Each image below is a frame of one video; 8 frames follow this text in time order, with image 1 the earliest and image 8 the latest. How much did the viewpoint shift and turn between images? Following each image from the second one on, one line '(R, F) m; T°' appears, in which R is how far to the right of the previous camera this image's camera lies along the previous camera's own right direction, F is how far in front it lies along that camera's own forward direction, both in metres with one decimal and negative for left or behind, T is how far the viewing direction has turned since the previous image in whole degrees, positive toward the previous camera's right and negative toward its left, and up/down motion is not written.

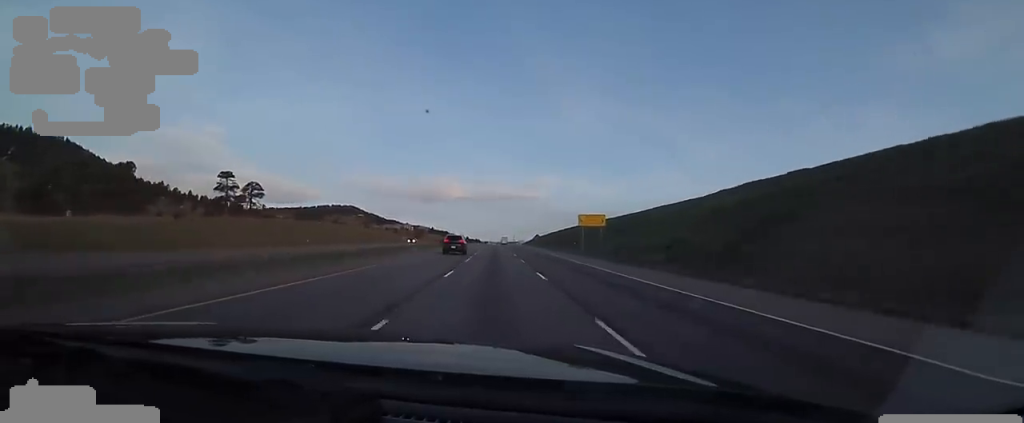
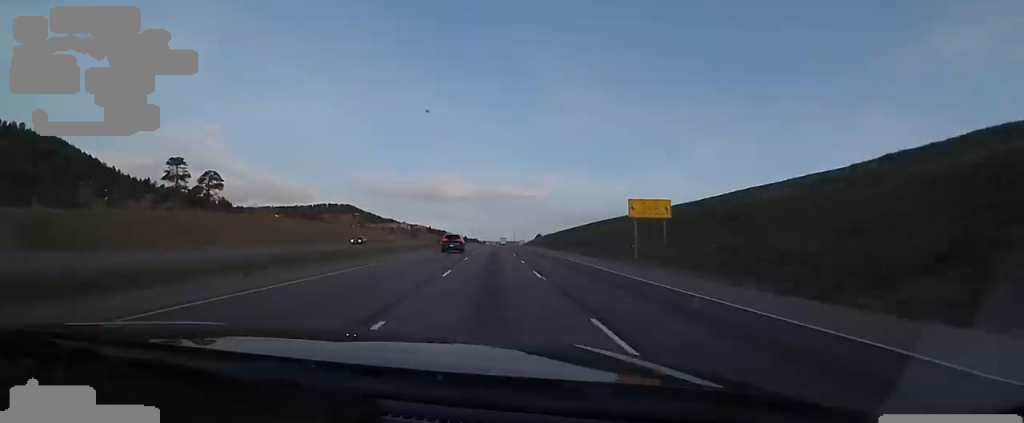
(-0.1, +23.9) m; -1°
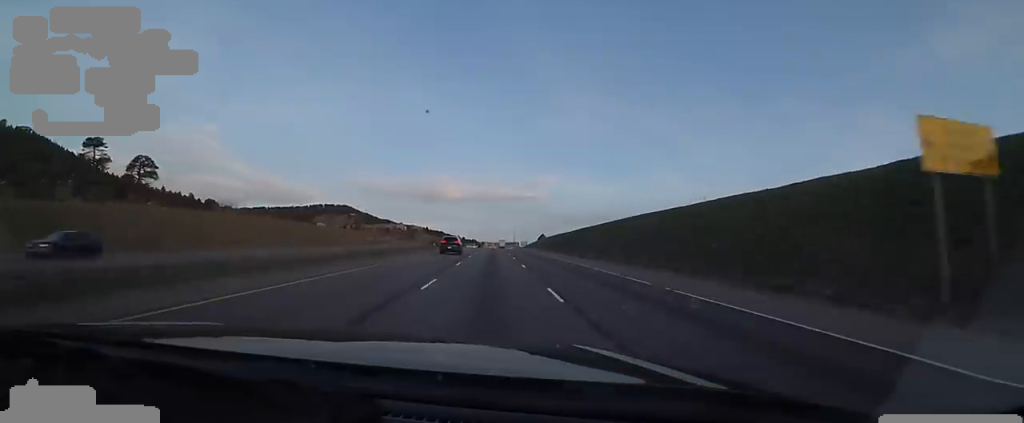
(-0.9, +27.5) m; -1°
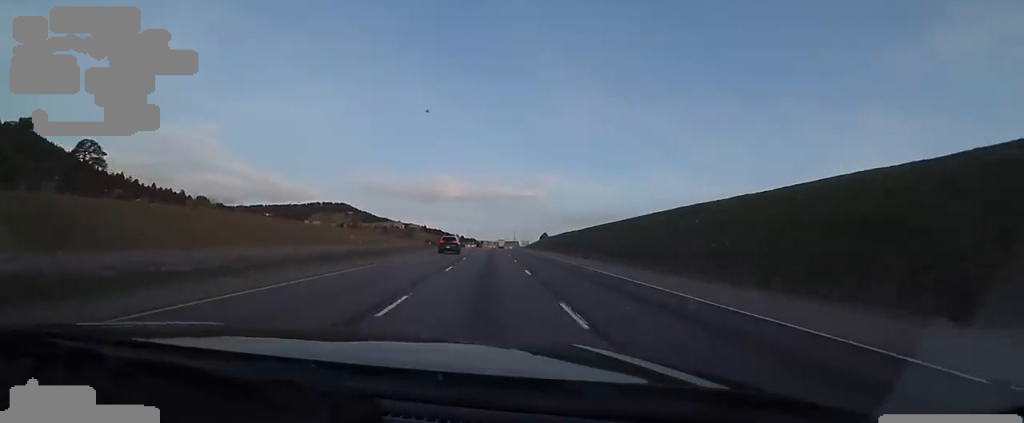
(+0.2, +16.4) m; +1°
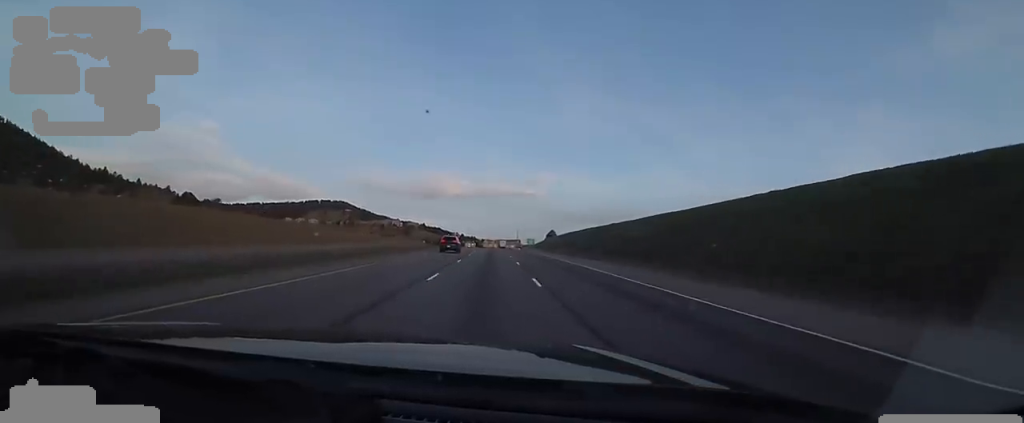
(+0.4, +28.9) m; +1°
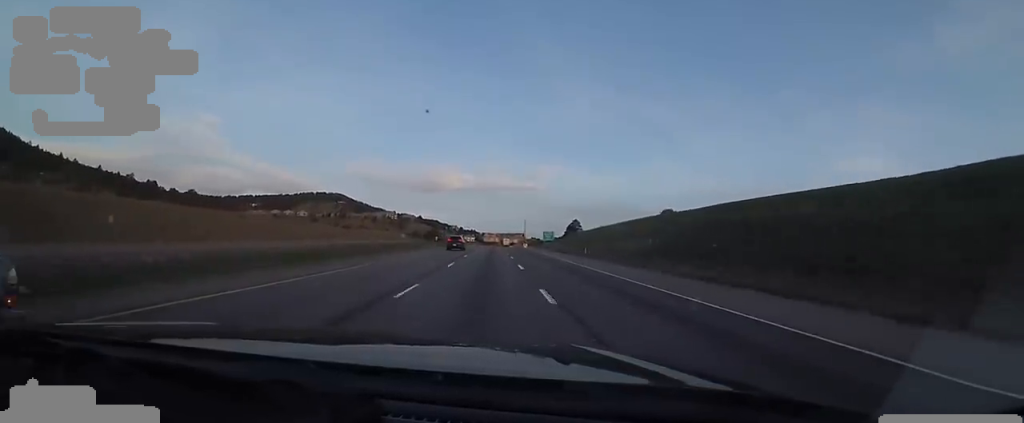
(-0.8, +65.0) m; 0°
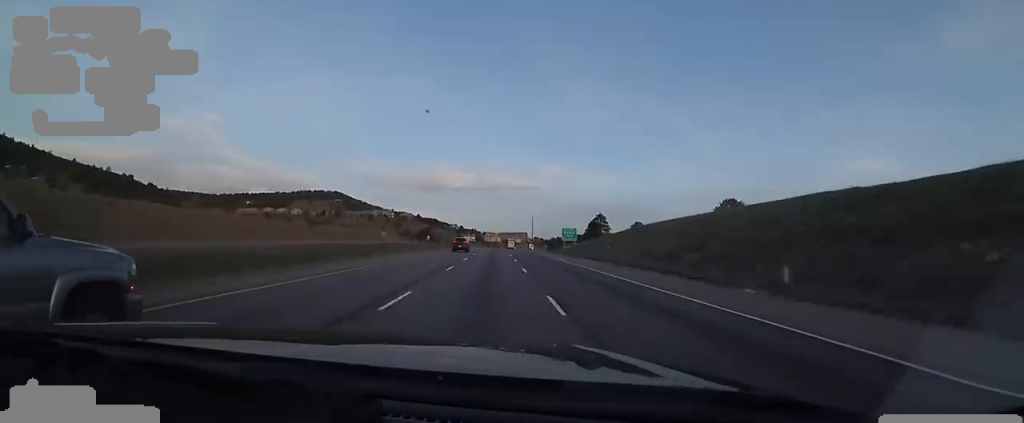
(+0.7, +37.3) m; +1°
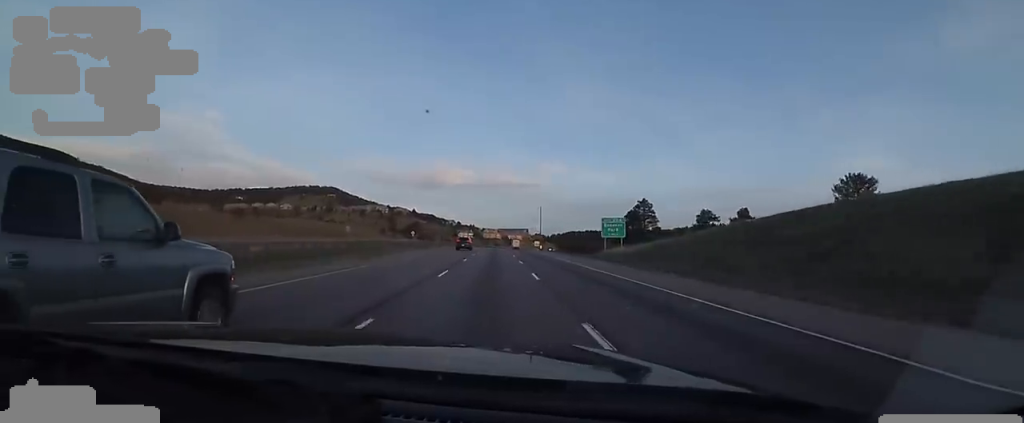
(-0.5, +39.2) m; -1°
